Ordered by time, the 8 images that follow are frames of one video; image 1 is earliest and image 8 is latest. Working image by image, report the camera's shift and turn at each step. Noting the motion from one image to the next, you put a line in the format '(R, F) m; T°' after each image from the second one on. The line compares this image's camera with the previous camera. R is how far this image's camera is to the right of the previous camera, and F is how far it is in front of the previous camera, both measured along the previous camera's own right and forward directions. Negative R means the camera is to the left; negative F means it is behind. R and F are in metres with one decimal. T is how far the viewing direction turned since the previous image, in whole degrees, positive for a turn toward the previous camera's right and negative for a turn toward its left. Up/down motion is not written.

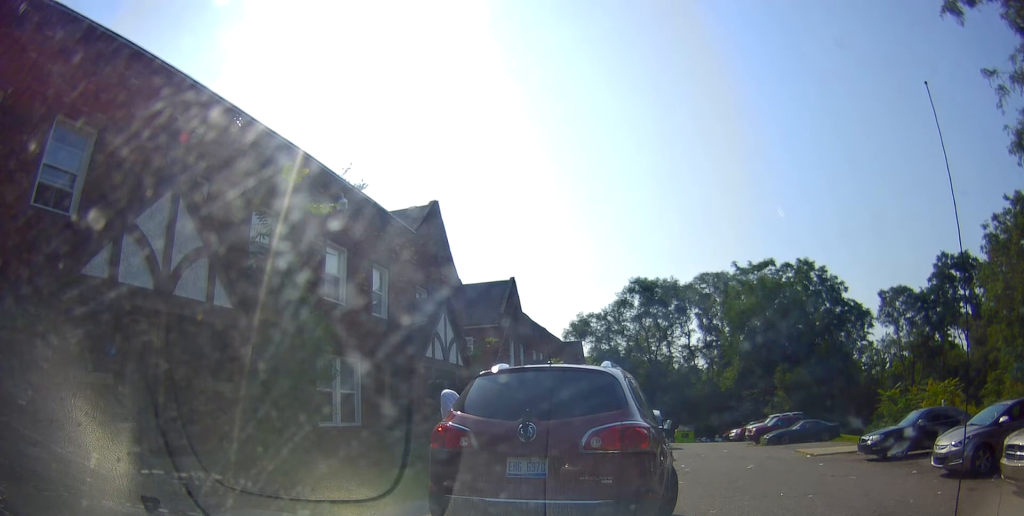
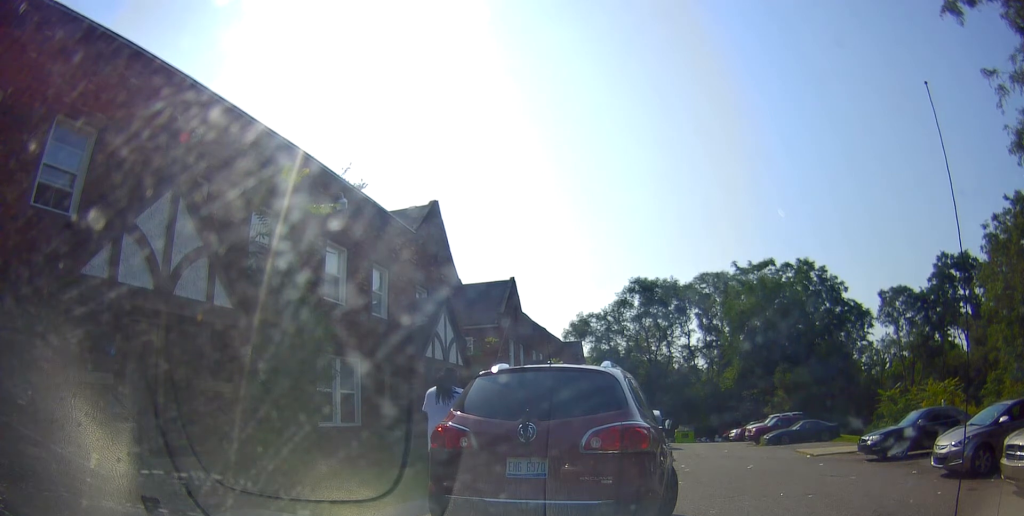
(0.0, 0.0) m; 0°
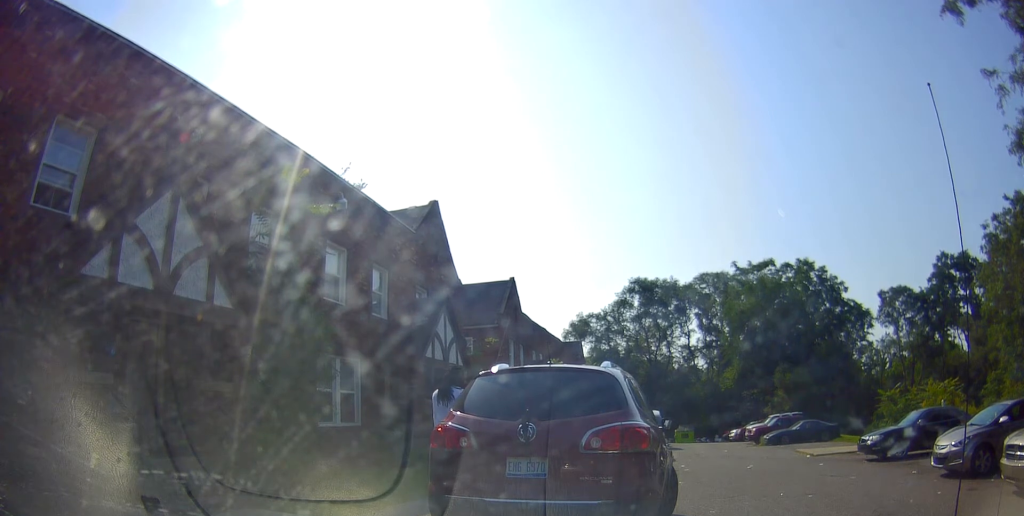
(0.0, 0.0) m; 0°
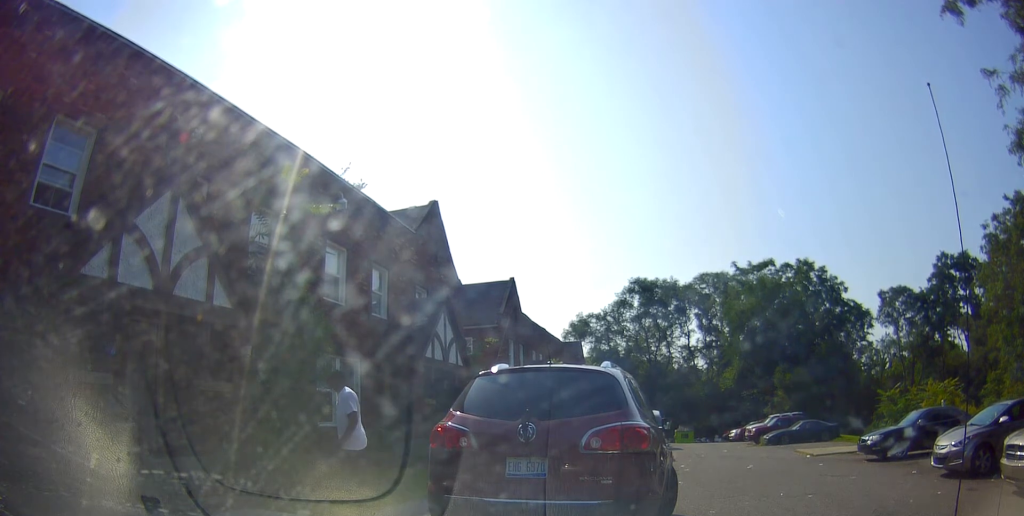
(0.0, 0.0) m; 0°
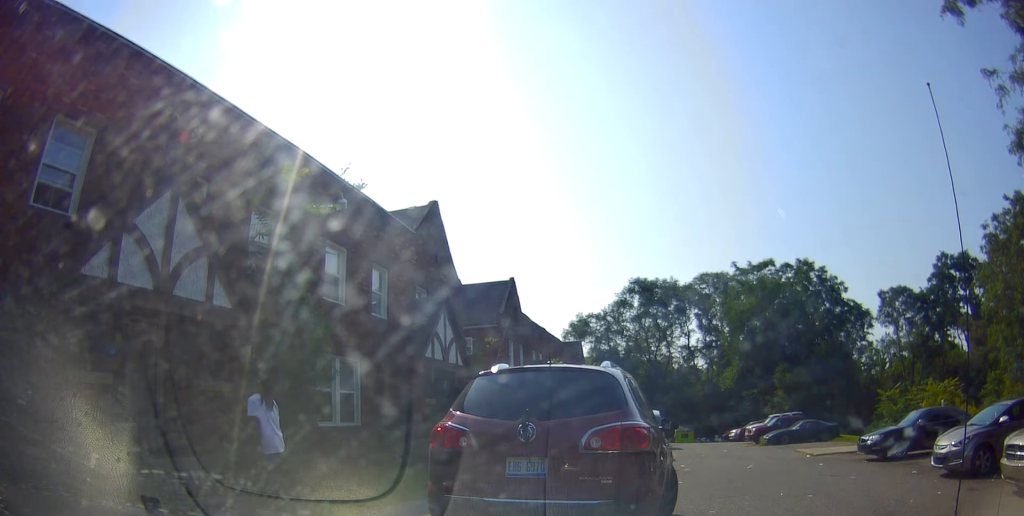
(0.0, 0.0) m; 0°
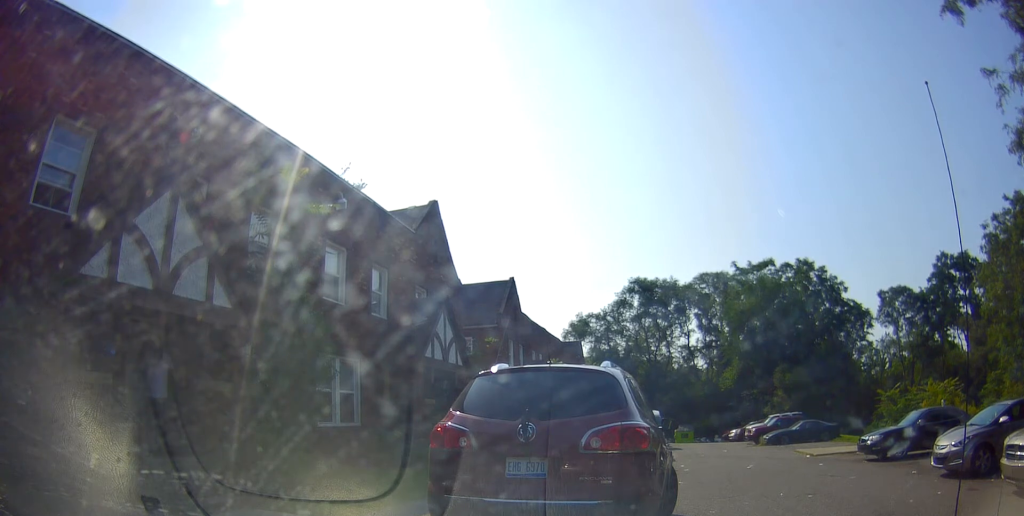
(0.0, 0.0) m; 0°
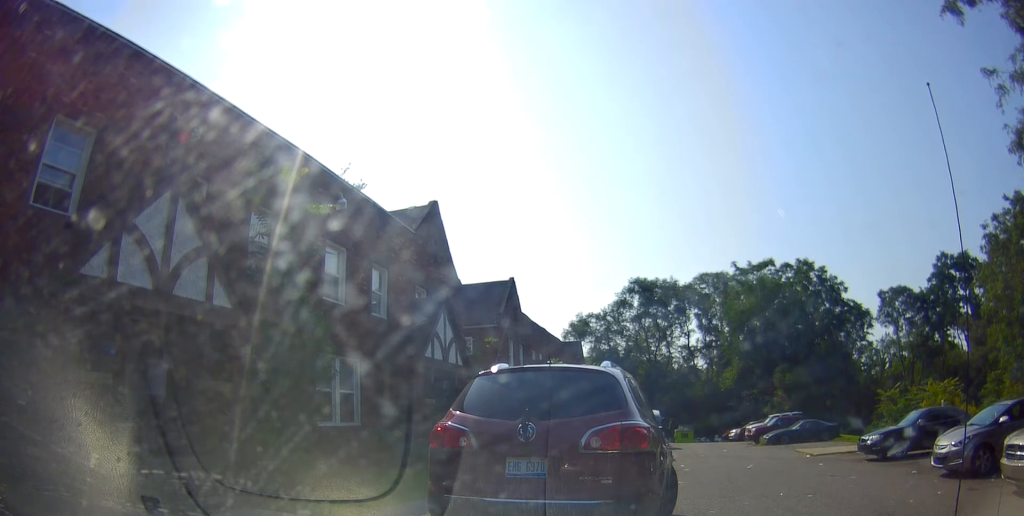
(0.0, 0.0) m; 0°
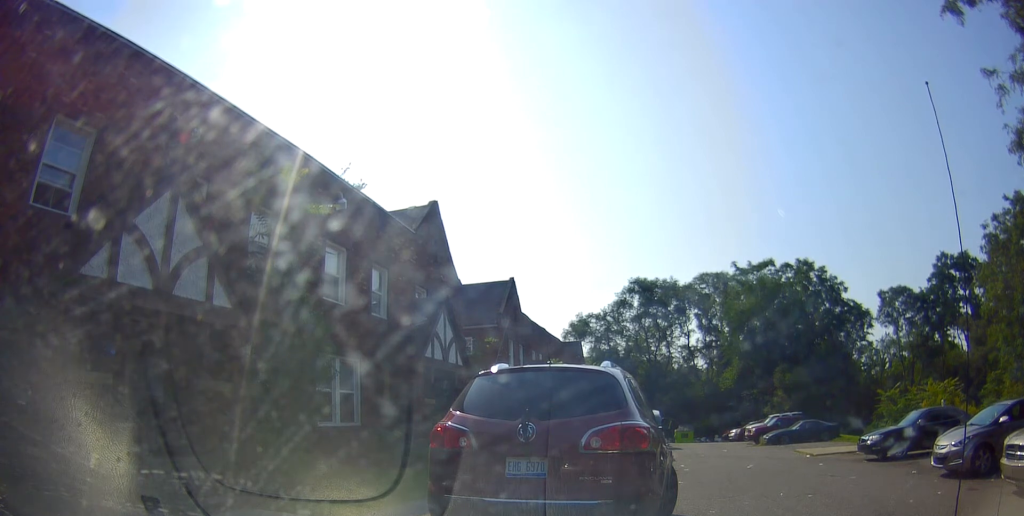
(0.0, 0.0) m; 0°
